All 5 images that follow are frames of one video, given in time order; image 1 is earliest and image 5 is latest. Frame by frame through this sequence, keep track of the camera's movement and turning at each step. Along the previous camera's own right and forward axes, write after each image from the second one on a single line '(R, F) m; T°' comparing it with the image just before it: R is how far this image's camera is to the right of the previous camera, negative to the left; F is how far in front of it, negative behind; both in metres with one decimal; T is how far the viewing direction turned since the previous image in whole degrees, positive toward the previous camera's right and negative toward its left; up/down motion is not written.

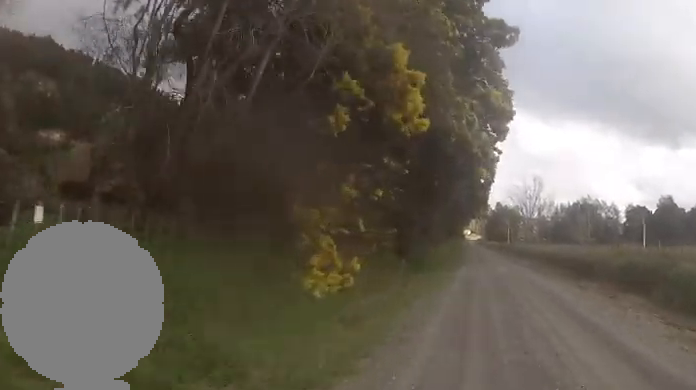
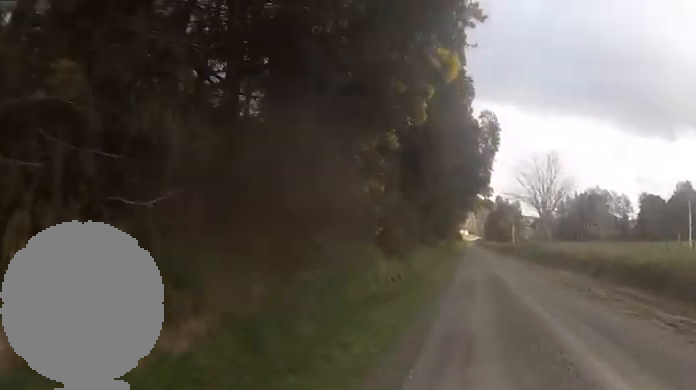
(+0.9, +26.1) m; +1°
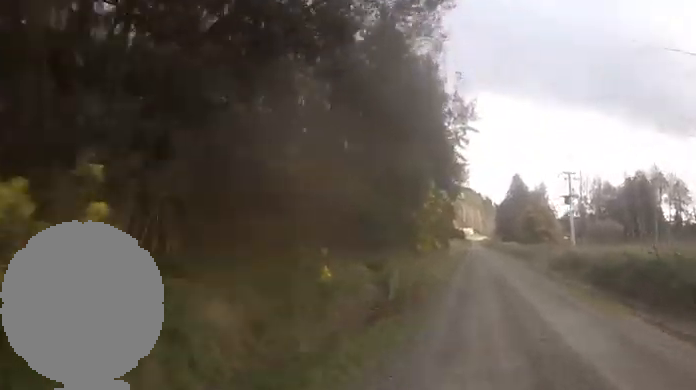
(-1.6, +66.4) m; -3°
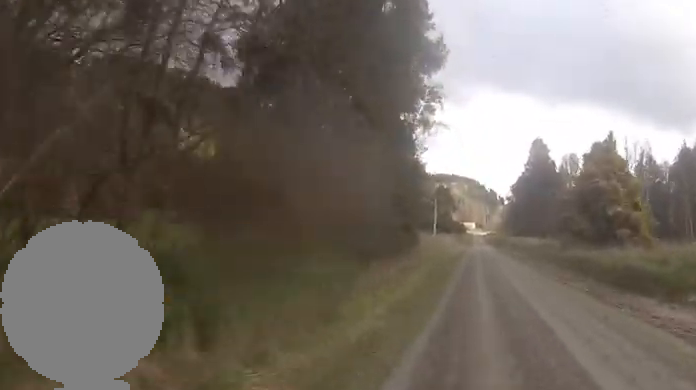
(-1.0, +42.8) m; 0°
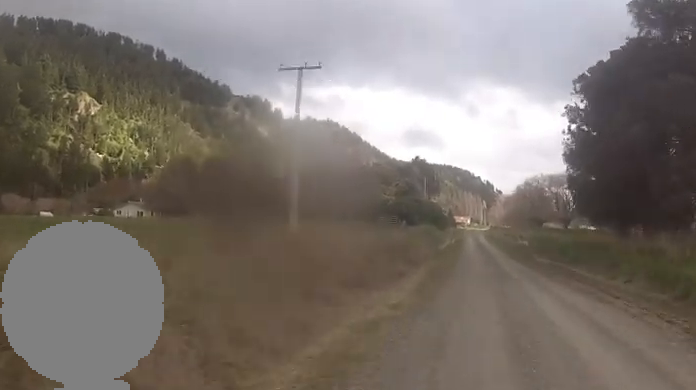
(+1.5, +71.1) m; +1°
